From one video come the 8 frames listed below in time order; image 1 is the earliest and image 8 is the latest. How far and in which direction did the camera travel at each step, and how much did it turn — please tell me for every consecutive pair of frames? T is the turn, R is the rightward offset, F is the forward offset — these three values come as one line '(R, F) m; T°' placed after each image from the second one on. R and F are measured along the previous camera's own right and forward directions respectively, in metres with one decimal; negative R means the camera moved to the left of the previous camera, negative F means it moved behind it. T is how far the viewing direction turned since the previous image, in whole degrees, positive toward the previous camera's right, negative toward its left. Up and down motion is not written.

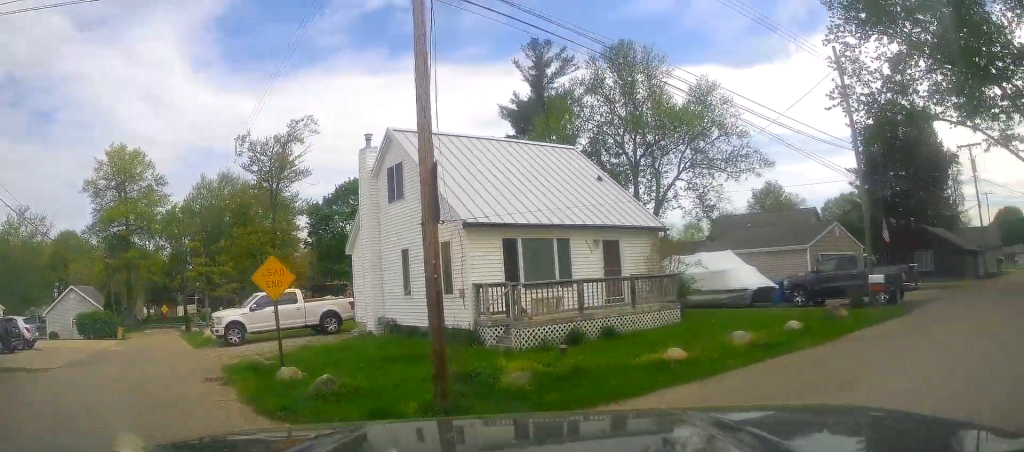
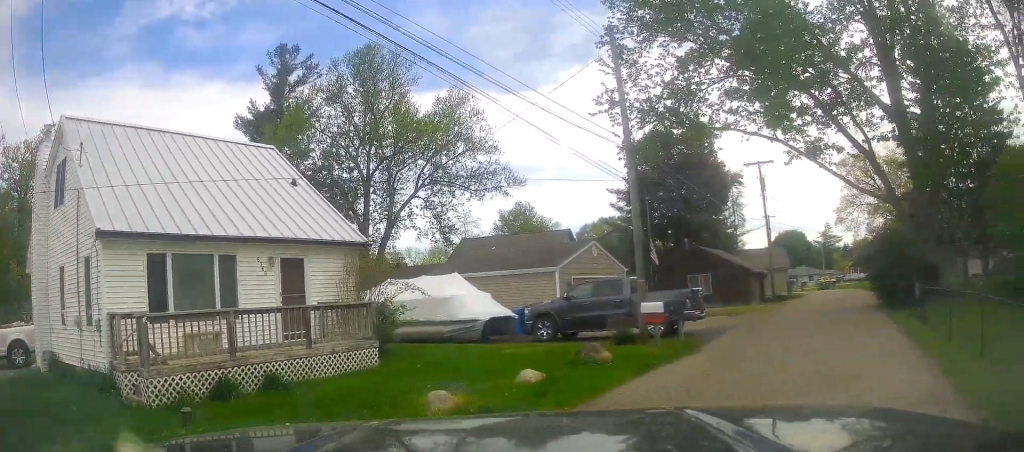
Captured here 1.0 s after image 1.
(+0.7, +4.2) m; +25°
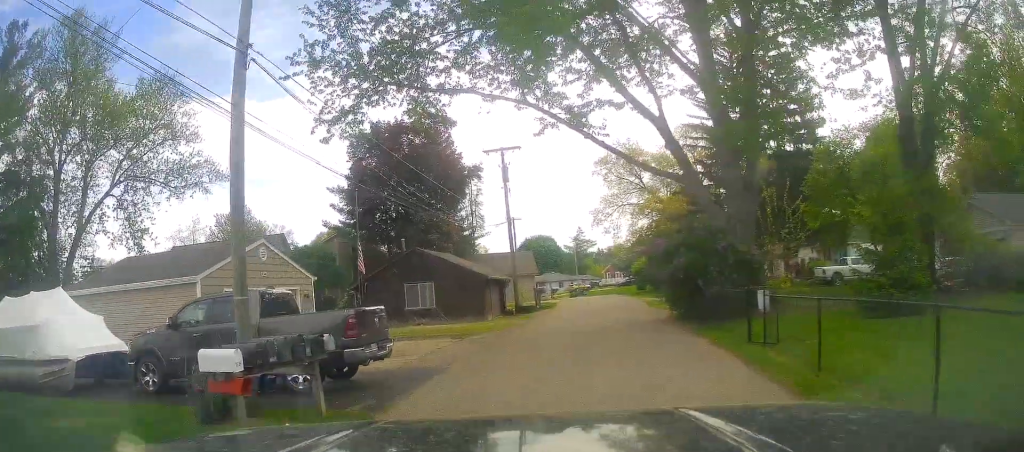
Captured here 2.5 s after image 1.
(+2.4, +6.7) m; +28°
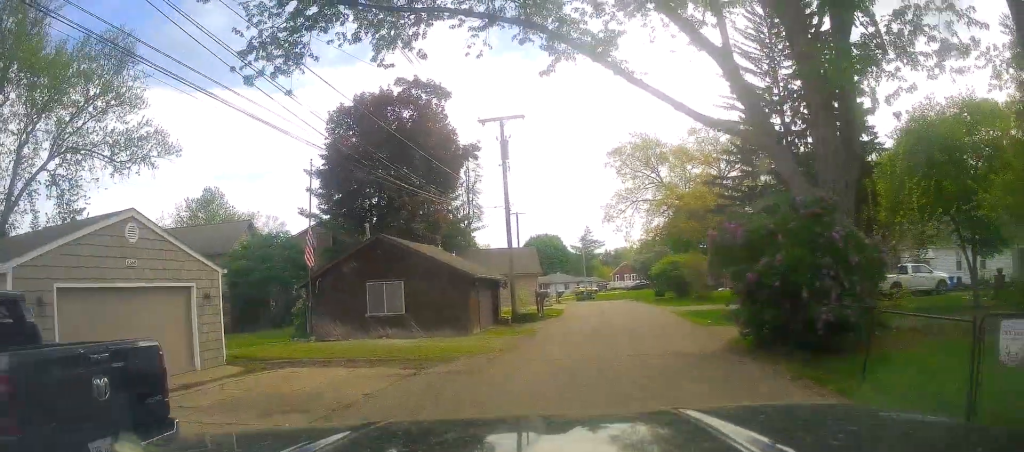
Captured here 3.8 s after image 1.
(+0.4, +7.0) m; +3°
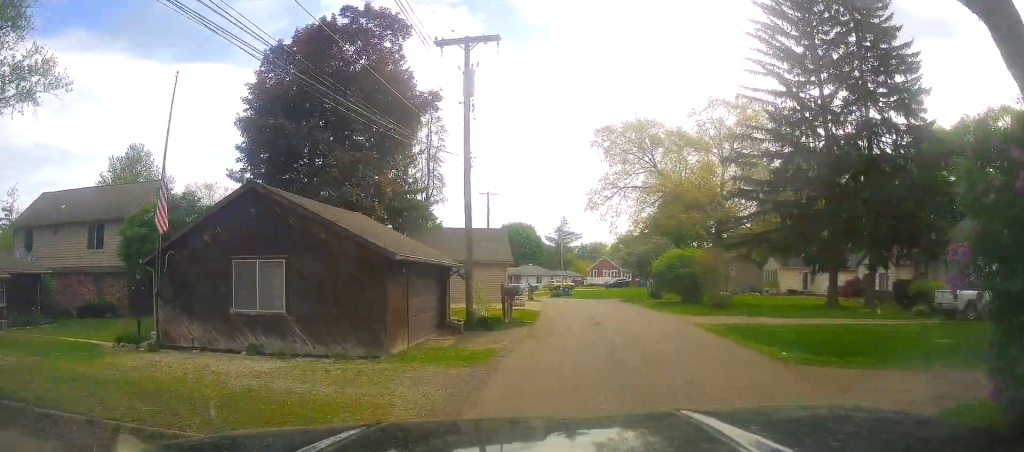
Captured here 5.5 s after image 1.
(-0.4, +9.6) m; +2°
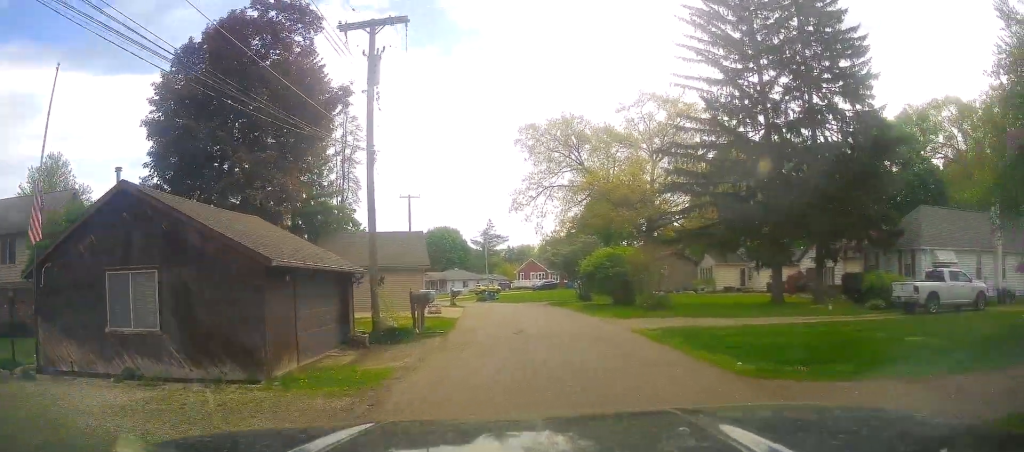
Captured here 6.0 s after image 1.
(0.0, +2.6) m; +6°
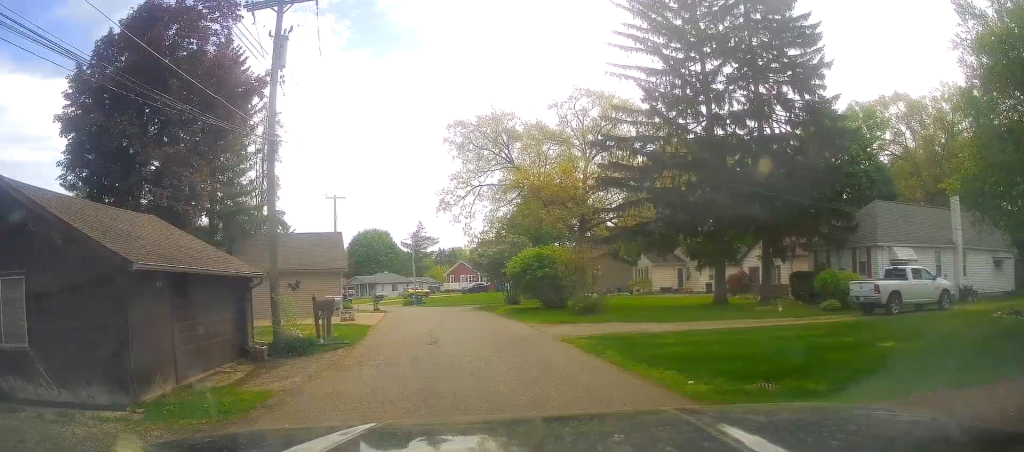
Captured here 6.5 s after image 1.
(+0.2, +2.4) m; +10°
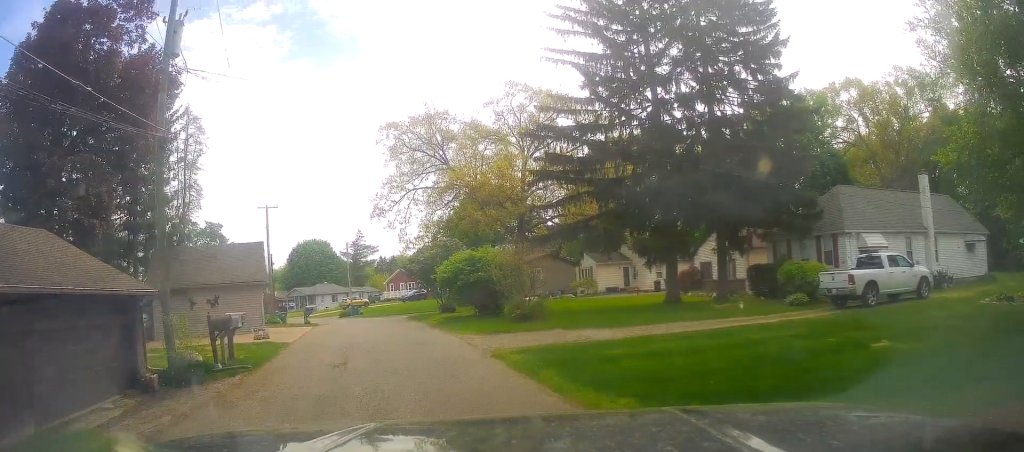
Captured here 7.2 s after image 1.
(+0.4, +2.5) m; +4°
